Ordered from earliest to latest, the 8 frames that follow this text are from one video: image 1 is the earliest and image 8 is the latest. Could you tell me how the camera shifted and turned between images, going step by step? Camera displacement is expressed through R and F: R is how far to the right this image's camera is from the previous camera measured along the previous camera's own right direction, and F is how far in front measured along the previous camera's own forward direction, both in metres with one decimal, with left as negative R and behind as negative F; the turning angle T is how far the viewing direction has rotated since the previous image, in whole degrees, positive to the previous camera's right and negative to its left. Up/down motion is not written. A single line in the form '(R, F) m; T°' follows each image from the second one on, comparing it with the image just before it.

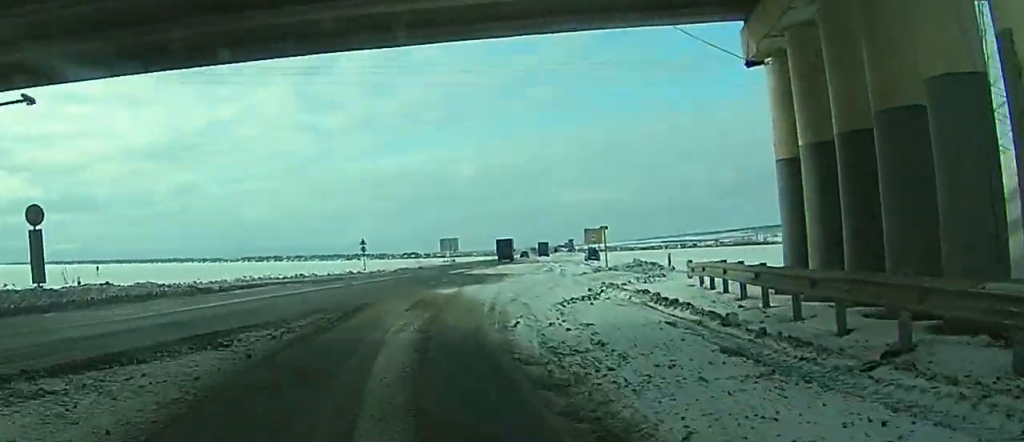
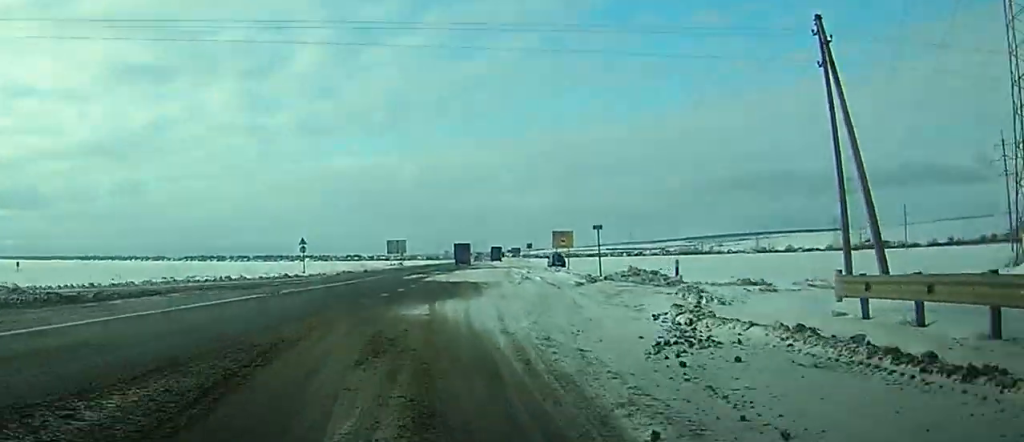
(+0.1, +9.6) m; +2°
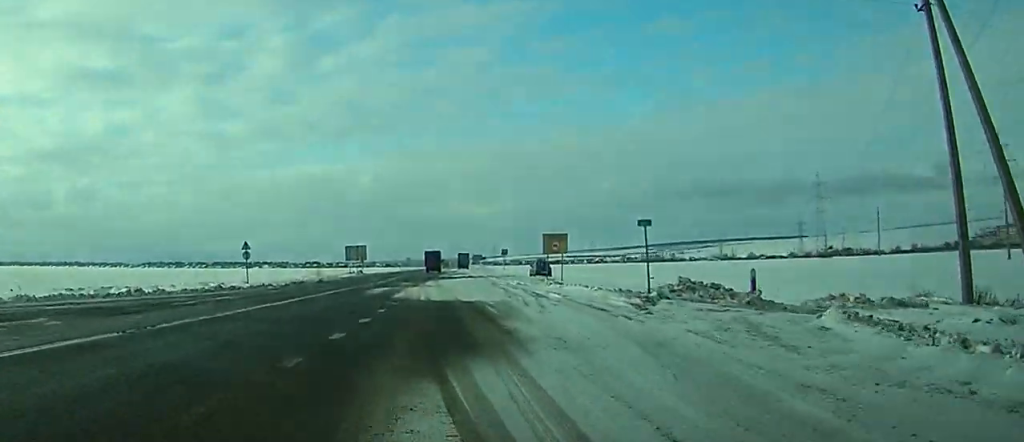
(+0.4, +12.3) m; +2°
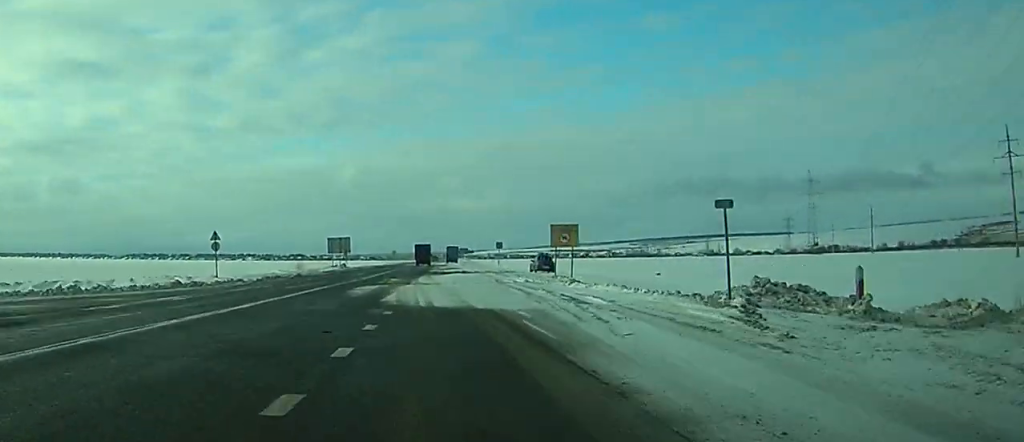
(0.0, +7.5) m; +1°
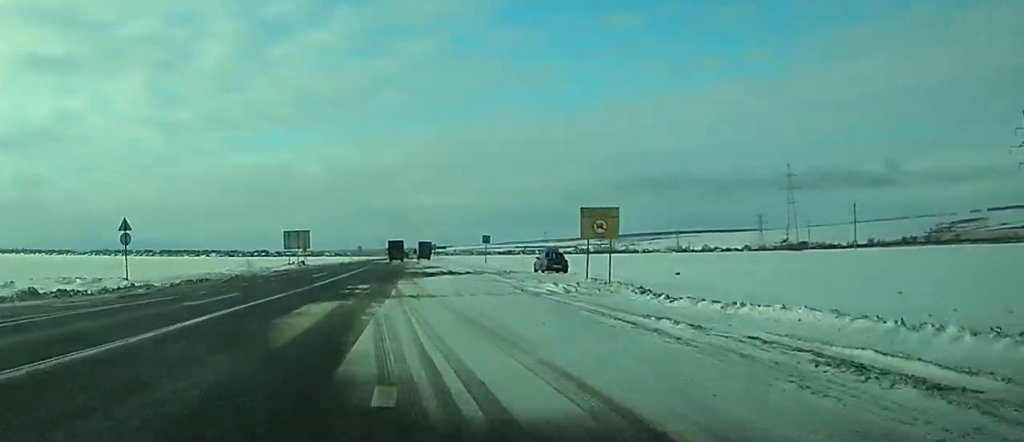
(+0.3, +15.4) m; +2°
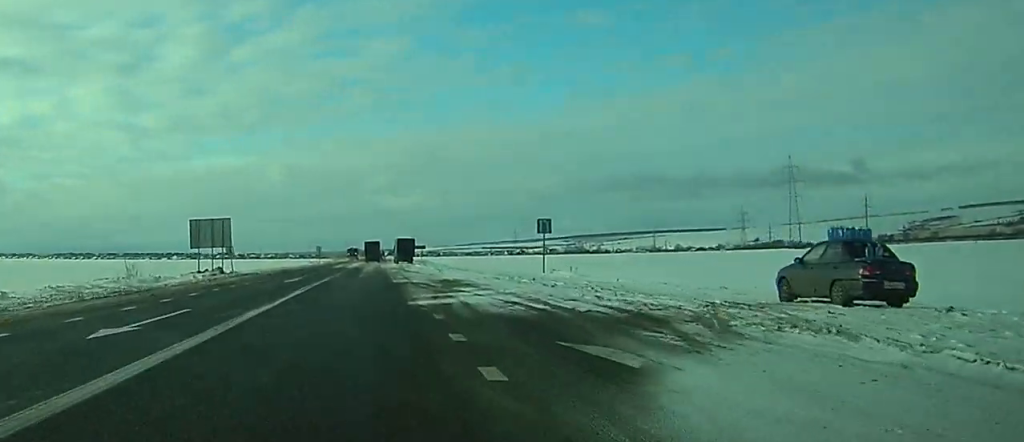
(+1.1, +37.2) m; +8°
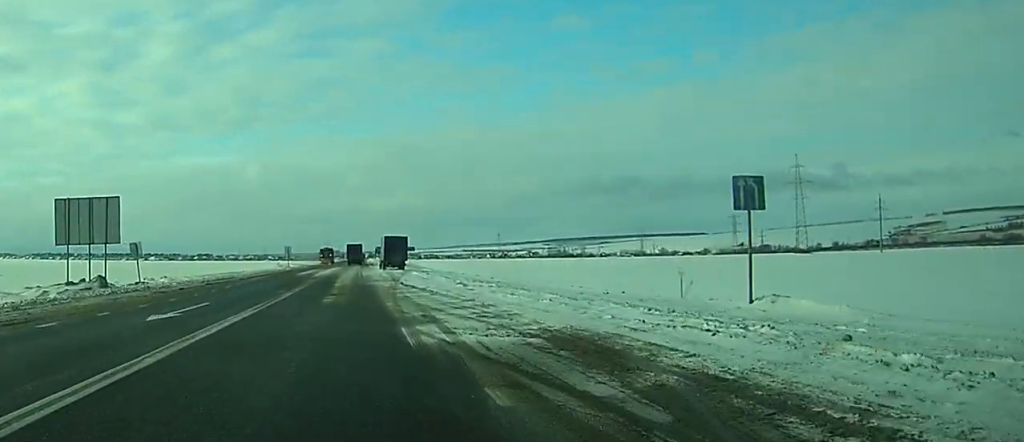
(+1.8, +24.3) m; +5°
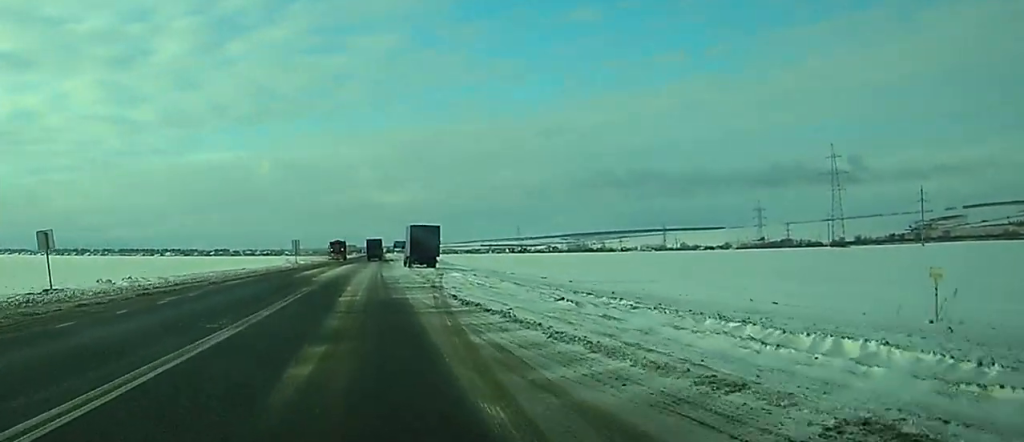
(0.0, +16.3) m; 0°
